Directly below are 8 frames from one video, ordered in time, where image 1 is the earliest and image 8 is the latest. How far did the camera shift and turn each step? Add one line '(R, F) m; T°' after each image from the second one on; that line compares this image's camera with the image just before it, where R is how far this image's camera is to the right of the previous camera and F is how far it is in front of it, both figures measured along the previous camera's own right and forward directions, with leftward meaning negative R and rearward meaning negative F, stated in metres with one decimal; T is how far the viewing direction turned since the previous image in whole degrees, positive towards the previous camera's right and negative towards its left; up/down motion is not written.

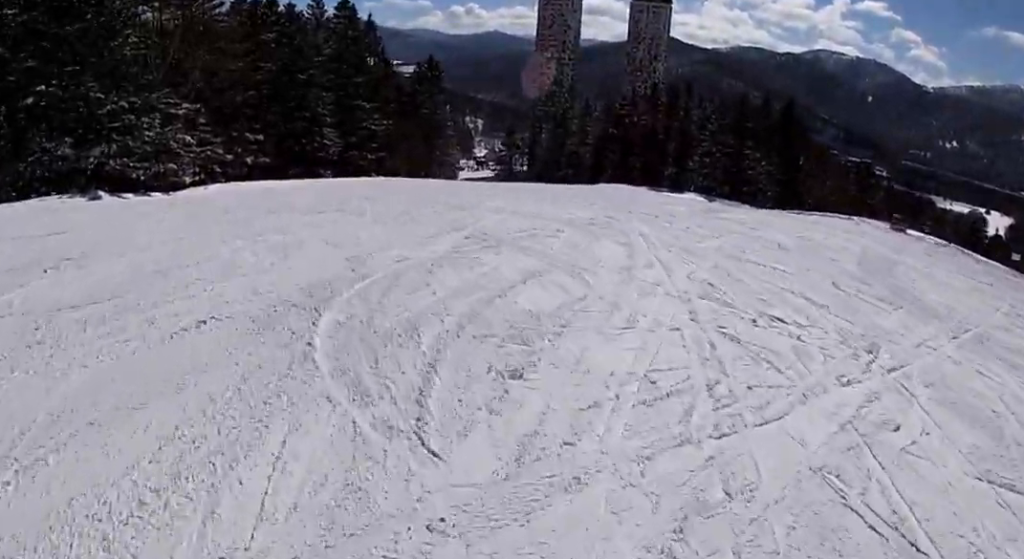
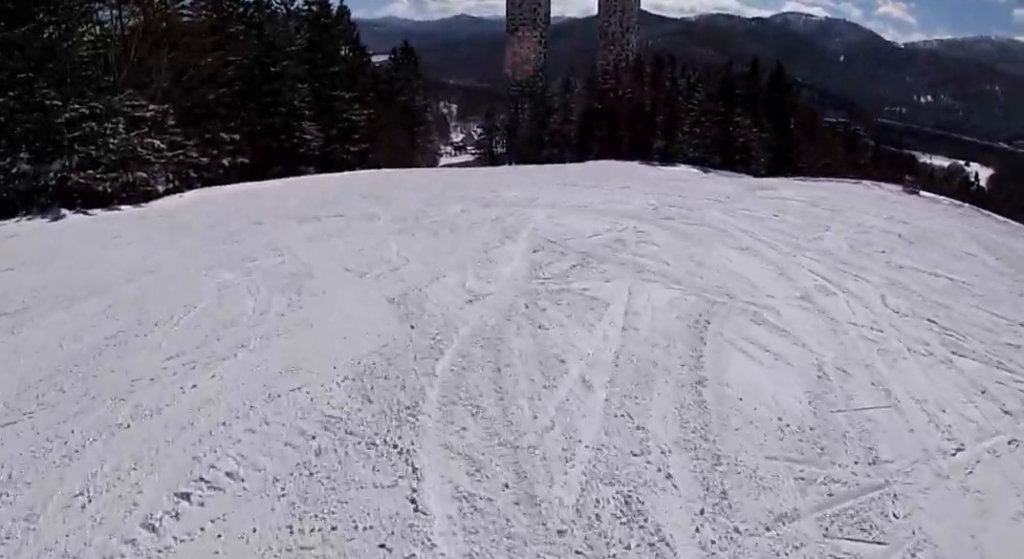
(-0.2, +3.3) m; -2°
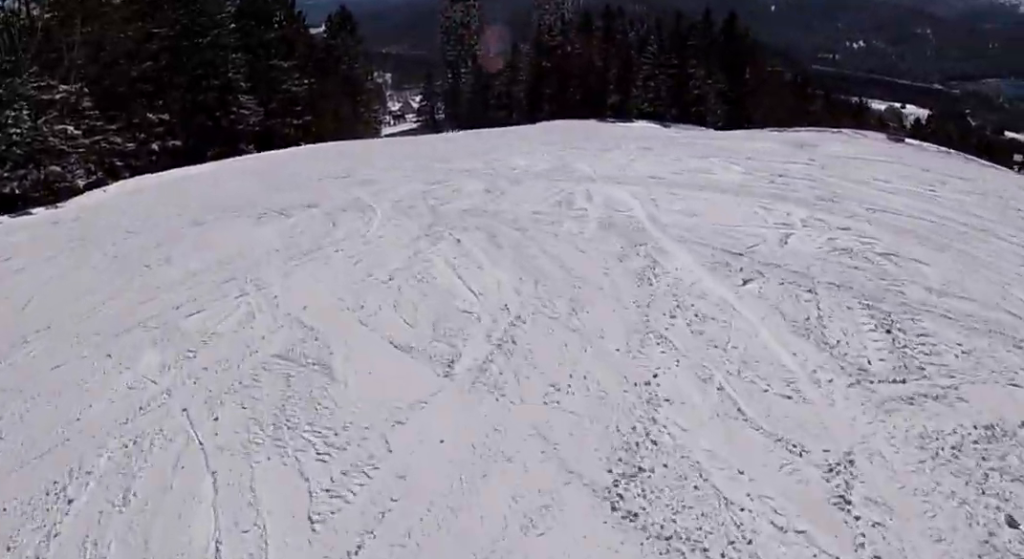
(-0.1, +4.7) m; +1°
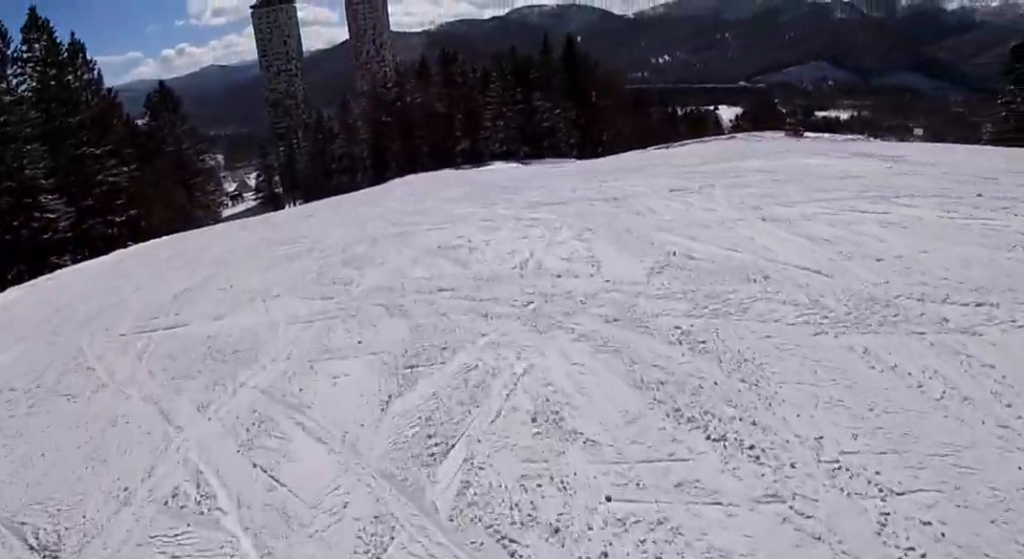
(+0.7, +8.7) m; +14°
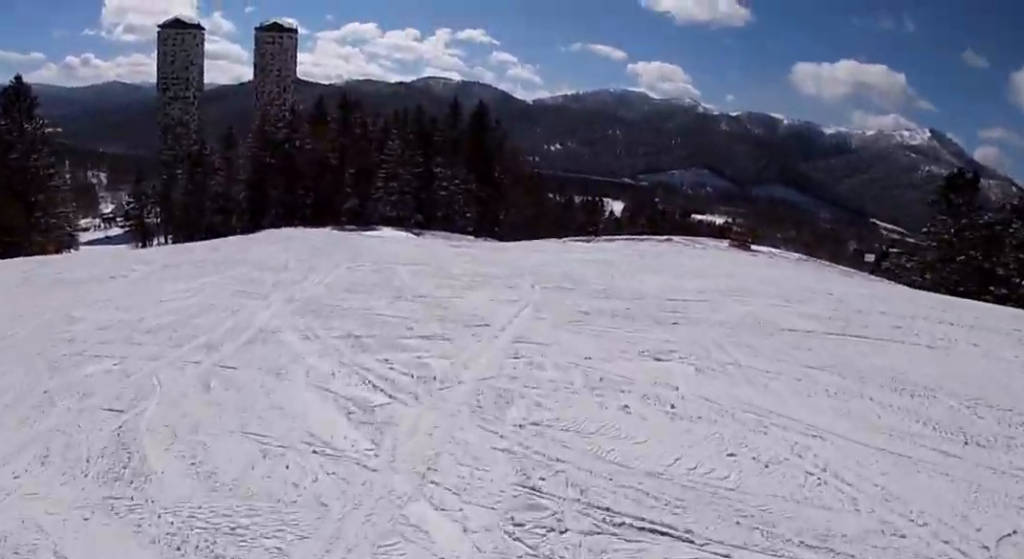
(+1.7, +10.0) m; +18°
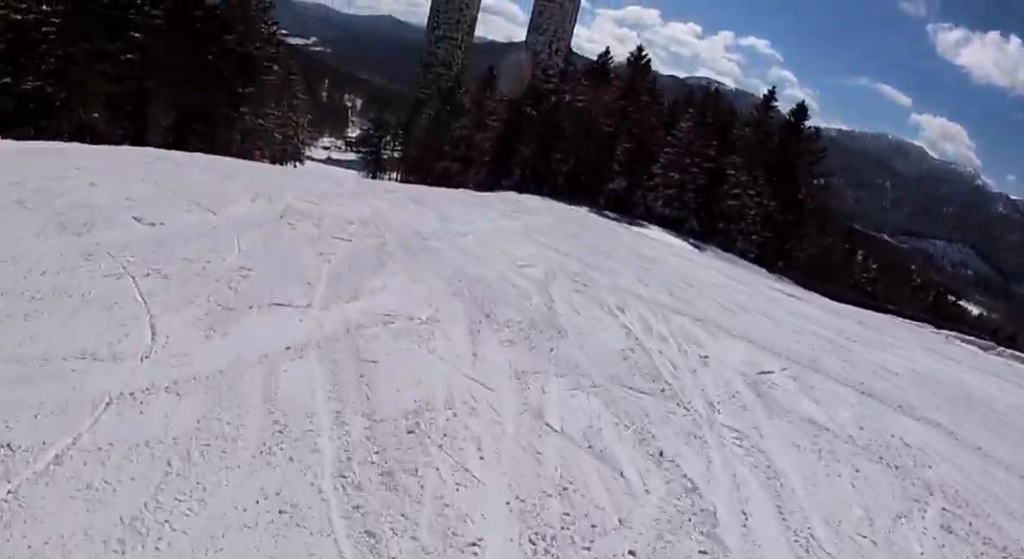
(-0.2, +14.3) m; -17°
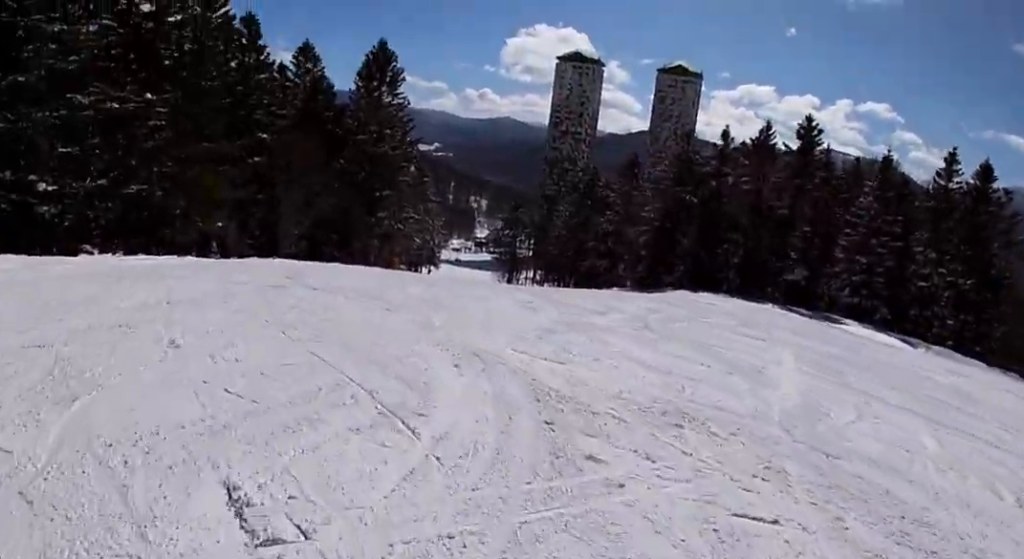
(-1.1, +6.6) m; -15°
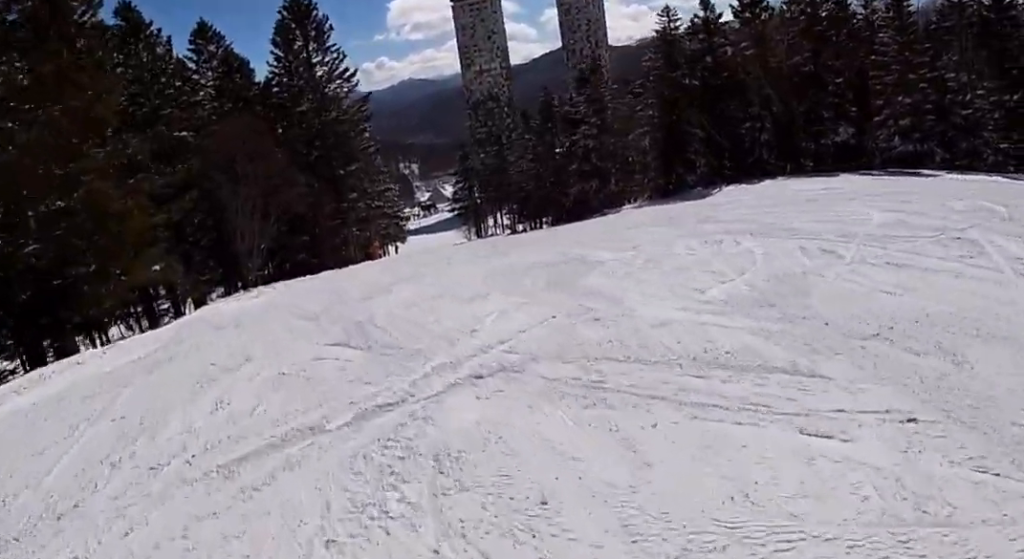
(-1.7, +10.4) m; -5°
